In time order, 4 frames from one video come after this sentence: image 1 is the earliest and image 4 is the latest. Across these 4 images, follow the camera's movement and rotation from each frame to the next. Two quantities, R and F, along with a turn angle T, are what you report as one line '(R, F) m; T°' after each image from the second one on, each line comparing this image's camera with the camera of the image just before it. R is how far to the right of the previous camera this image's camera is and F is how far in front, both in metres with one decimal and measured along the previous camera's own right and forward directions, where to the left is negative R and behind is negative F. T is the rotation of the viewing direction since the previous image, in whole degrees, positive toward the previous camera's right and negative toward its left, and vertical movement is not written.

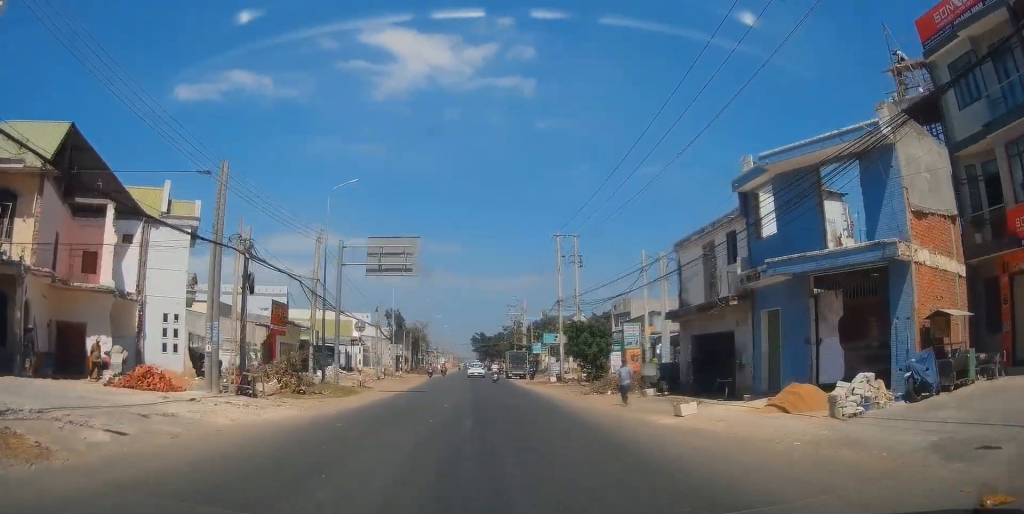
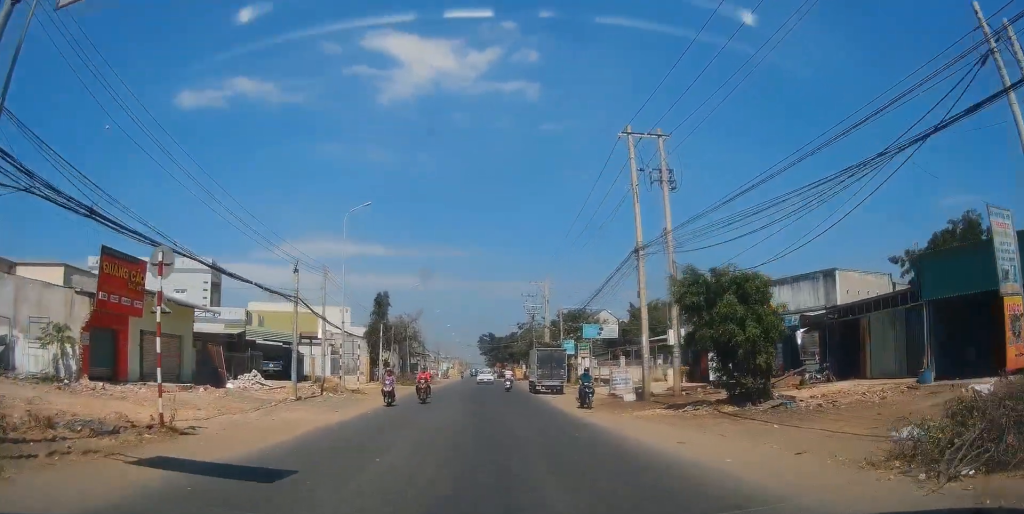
(+0.4, +24.9) m; +1°
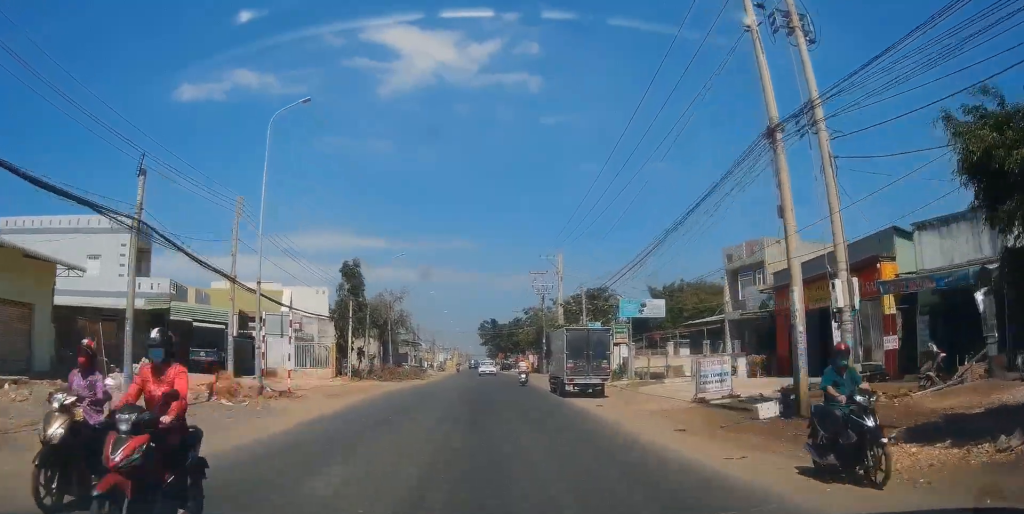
(0.0, +13.5) m; 0°
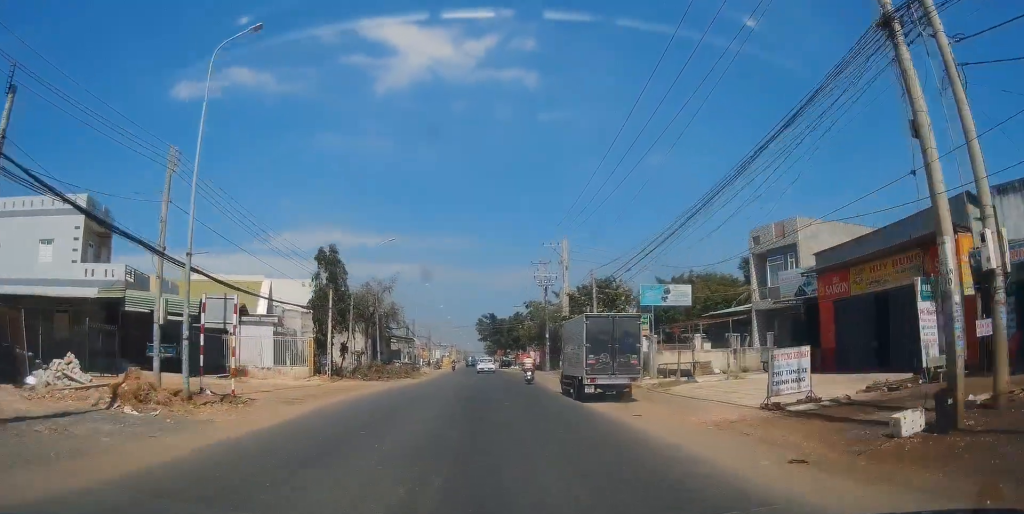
(0.0, +5.3) m; -1°
